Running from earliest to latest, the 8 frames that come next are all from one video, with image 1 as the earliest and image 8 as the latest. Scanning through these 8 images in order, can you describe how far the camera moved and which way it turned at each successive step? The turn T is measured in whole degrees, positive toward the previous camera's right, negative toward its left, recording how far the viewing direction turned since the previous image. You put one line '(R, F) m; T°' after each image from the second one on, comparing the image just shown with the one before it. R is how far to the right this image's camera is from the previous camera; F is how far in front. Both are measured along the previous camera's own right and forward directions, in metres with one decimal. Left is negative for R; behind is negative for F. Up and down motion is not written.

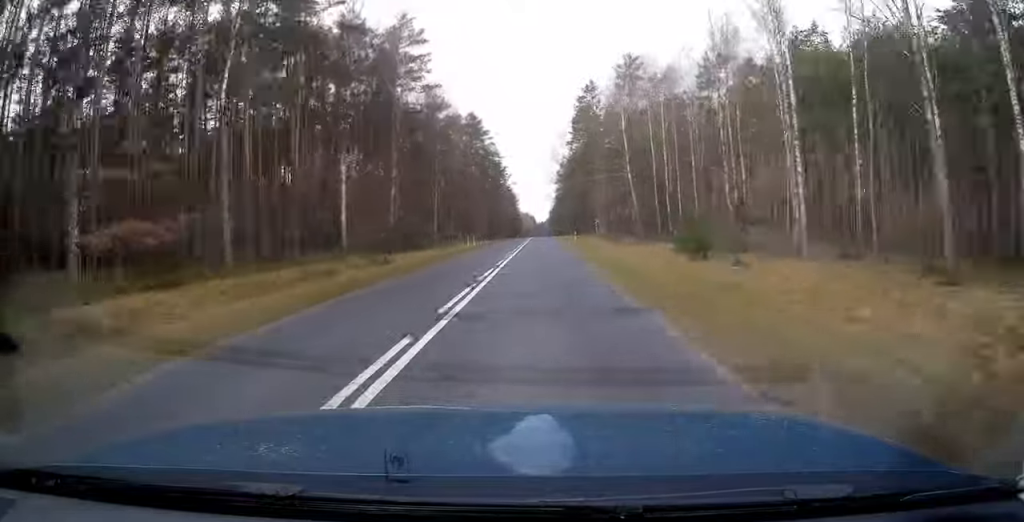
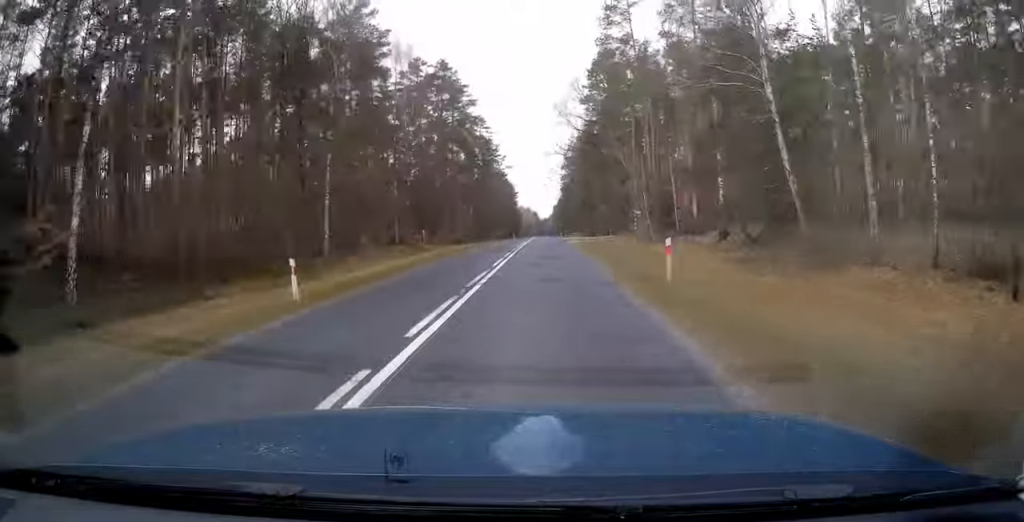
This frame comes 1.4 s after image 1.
(-0.2, +38.9) m; 0°
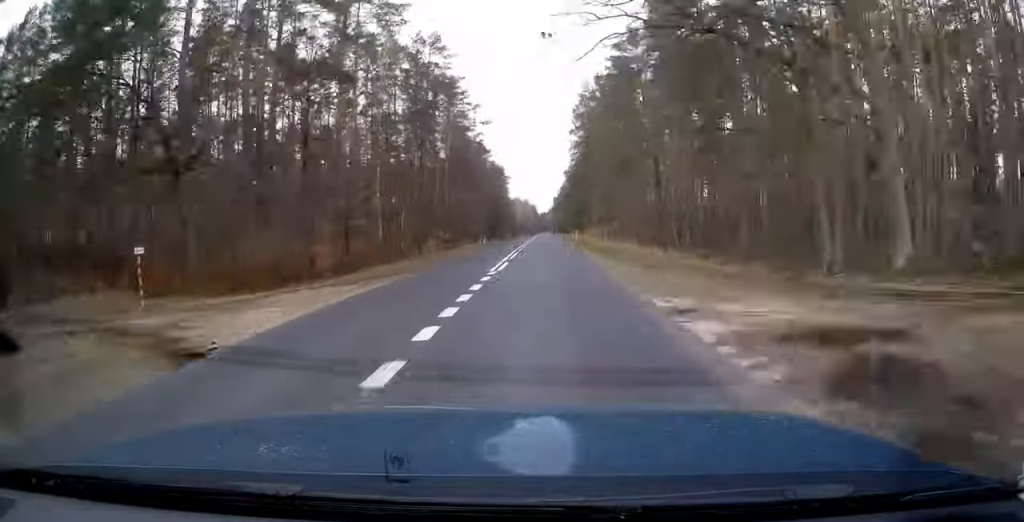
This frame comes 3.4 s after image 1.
(0.0, +54.7) m; 0°
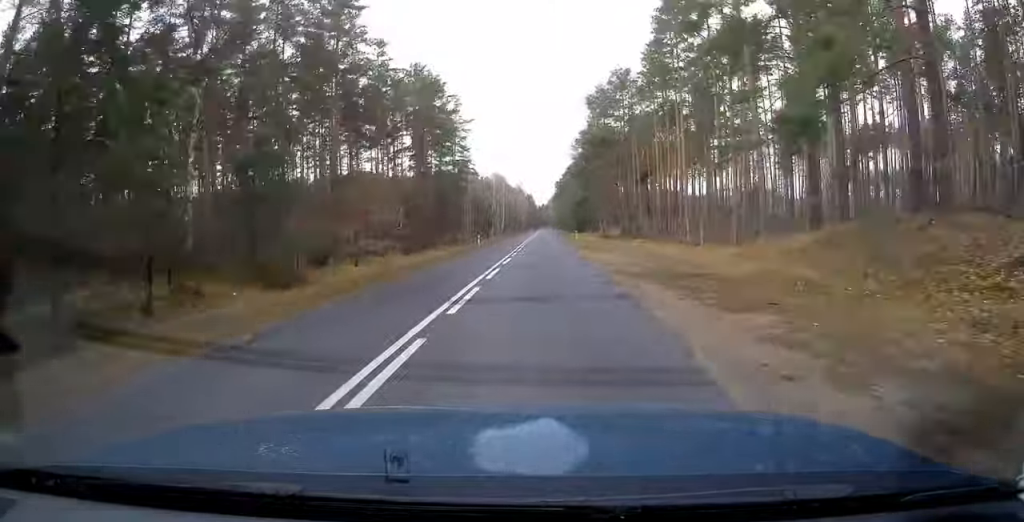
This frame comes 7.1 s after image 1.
(+0.3, +102.9) m; 0°
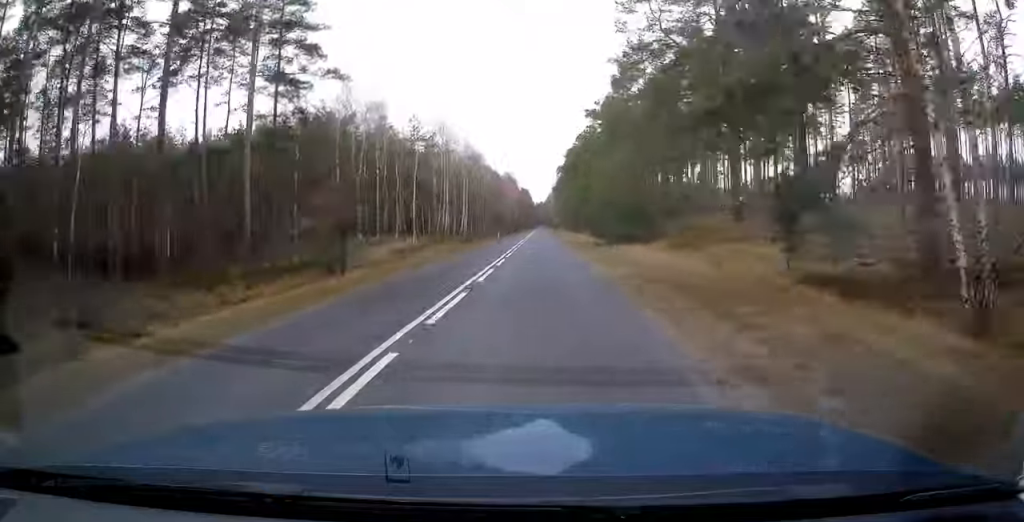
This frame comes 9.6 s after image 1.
(-0.3, +69.5) m; 0°
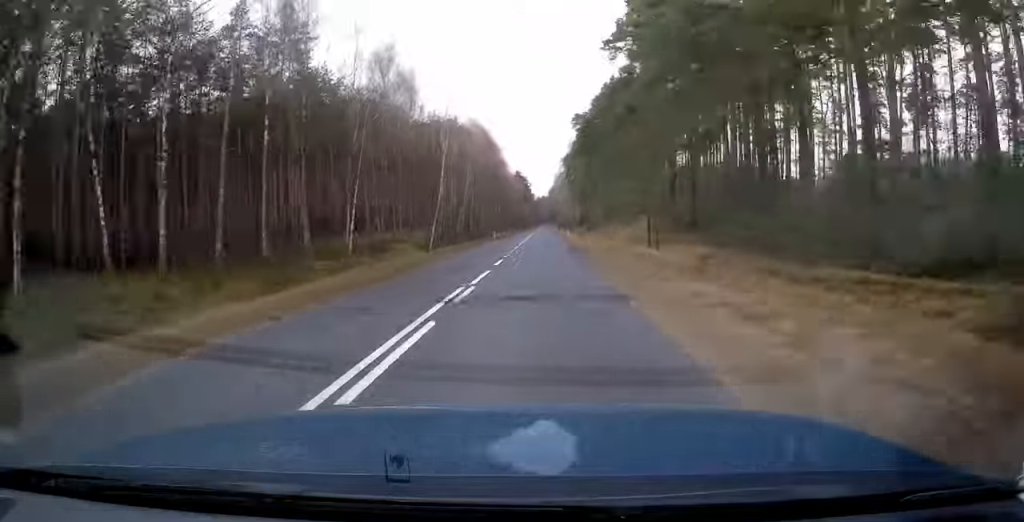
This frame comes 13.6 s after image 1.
(+0.5, +111.3) m; 0°
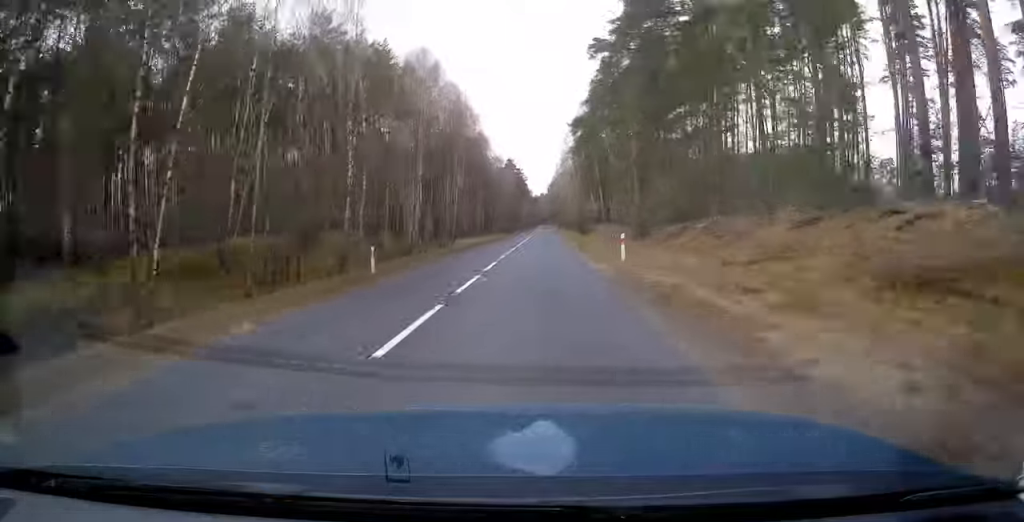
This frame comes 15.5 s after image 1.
(0.0, +52.3) m; 0°
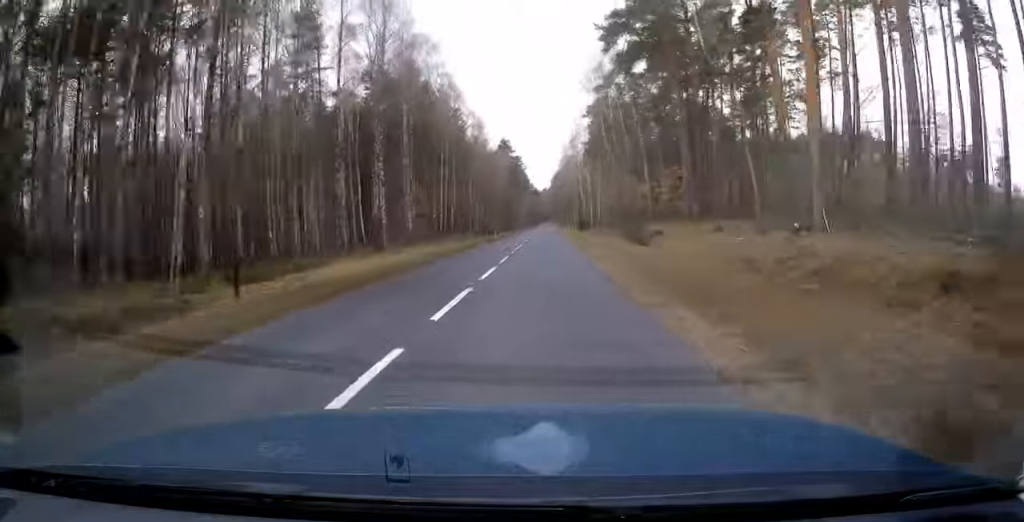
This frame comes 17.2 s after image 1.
(0.0, +47.6) m; 0°
